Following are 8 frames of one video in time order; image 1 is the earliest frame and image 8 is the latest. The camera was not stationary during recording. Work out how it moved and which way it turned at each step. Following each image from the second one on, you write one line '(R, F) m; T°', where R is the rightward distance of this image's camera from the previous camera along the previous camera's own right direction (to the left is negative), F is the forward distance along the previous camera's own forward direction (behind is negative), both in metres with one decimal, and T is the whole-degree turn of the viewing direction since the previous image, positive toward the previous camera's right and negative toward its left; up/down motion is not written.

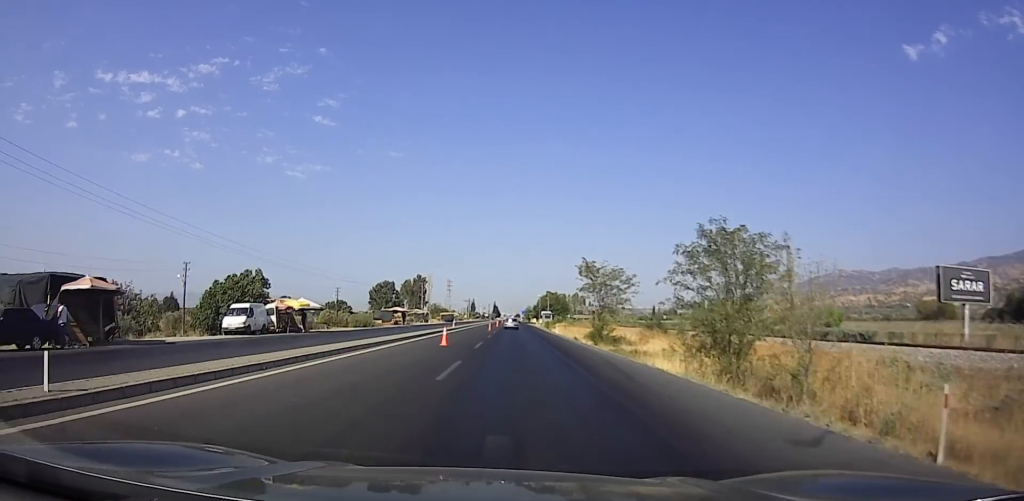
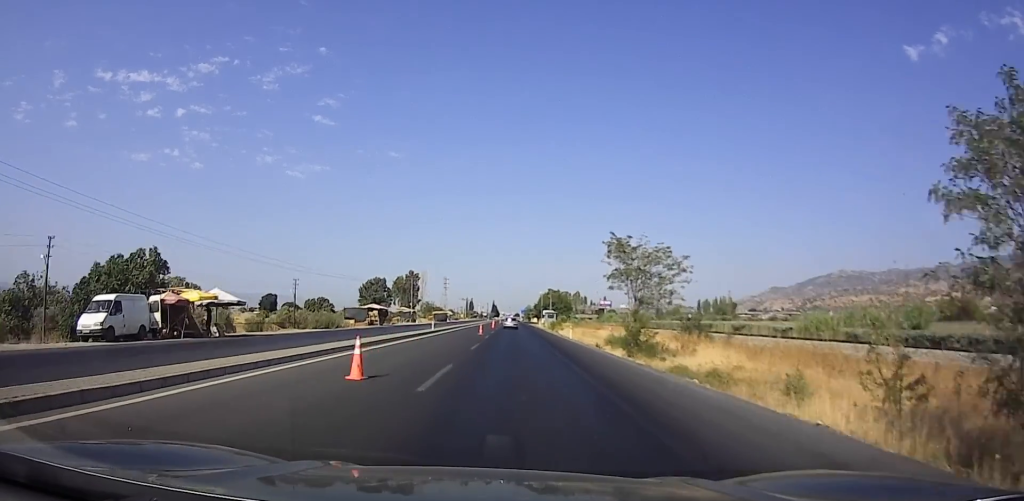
(0.0, +14.7) m; 0°
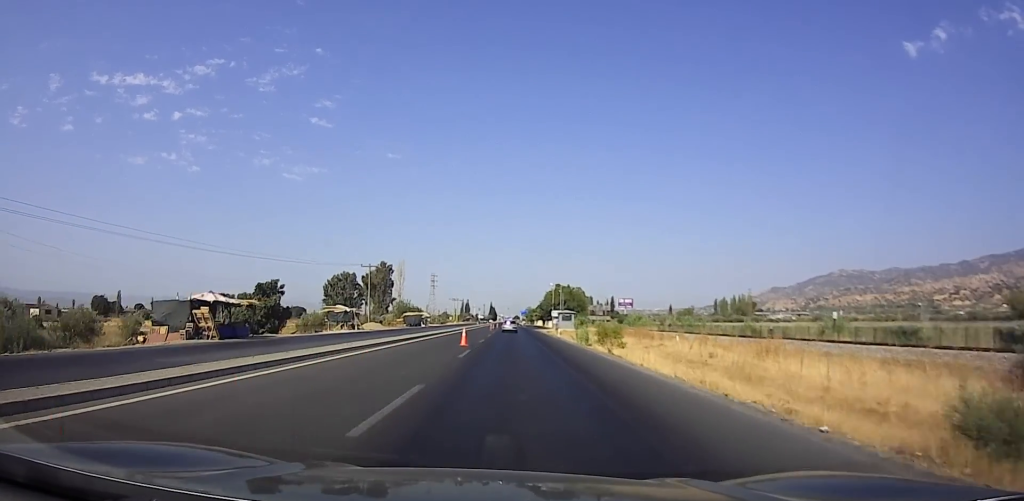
(0.0, +40.5) m; 0°
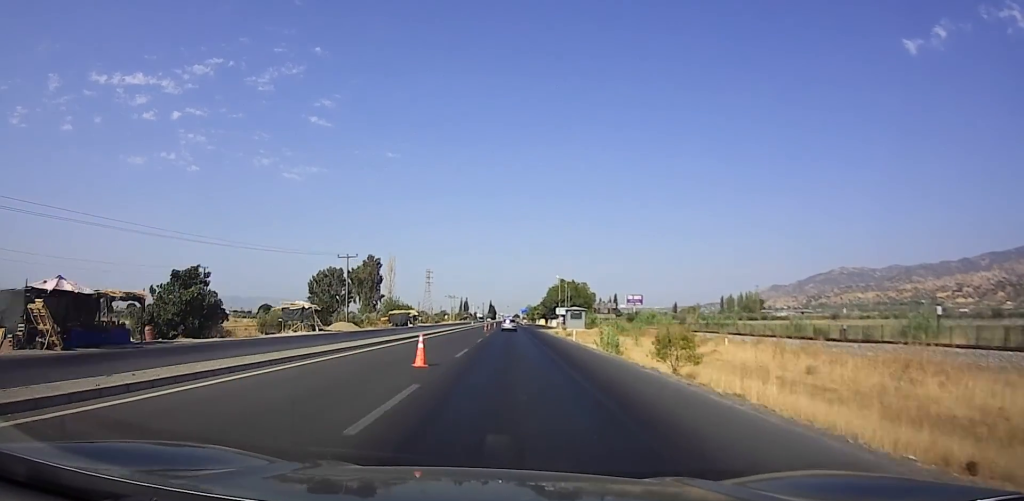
(0.0, +13.3) m; 0°
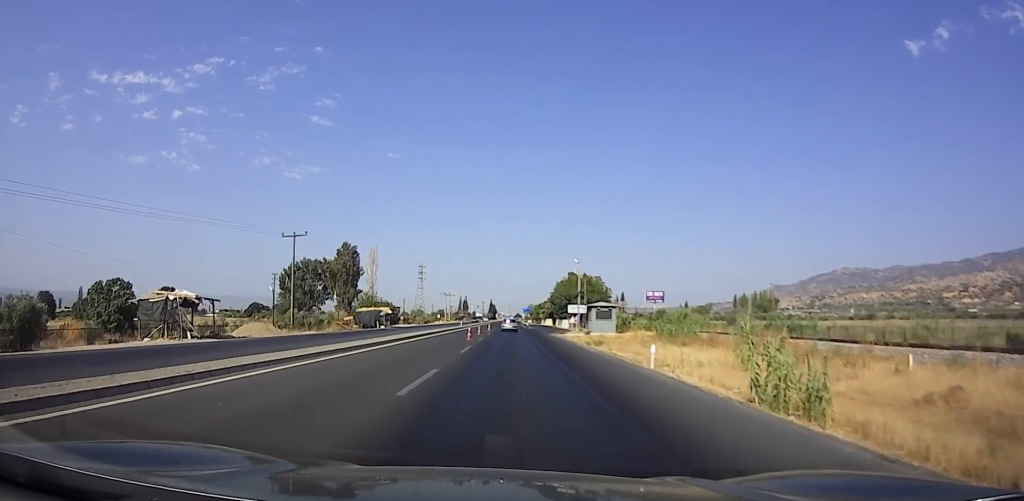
(0.0, +22.1) m; 0°
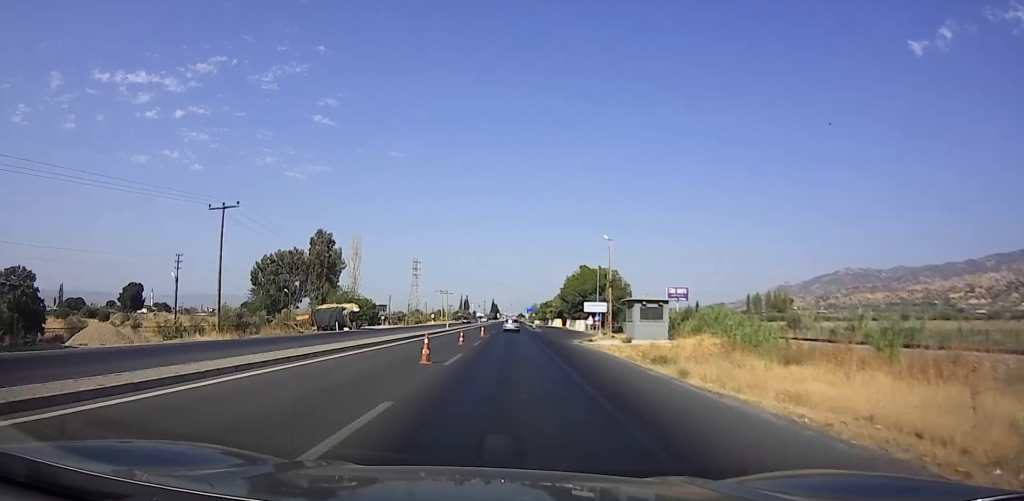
(0.0, +17.4) m; 0°
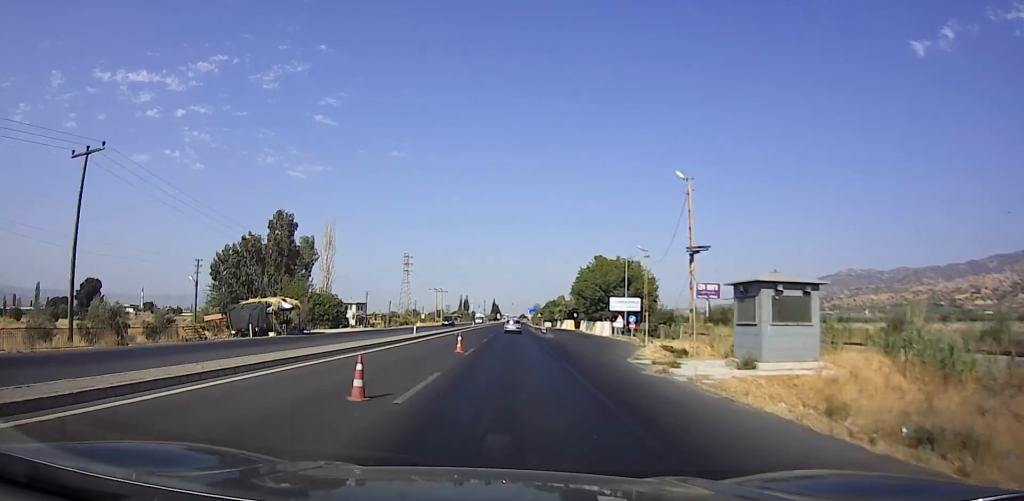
(0.0, +18.4) m; 0°
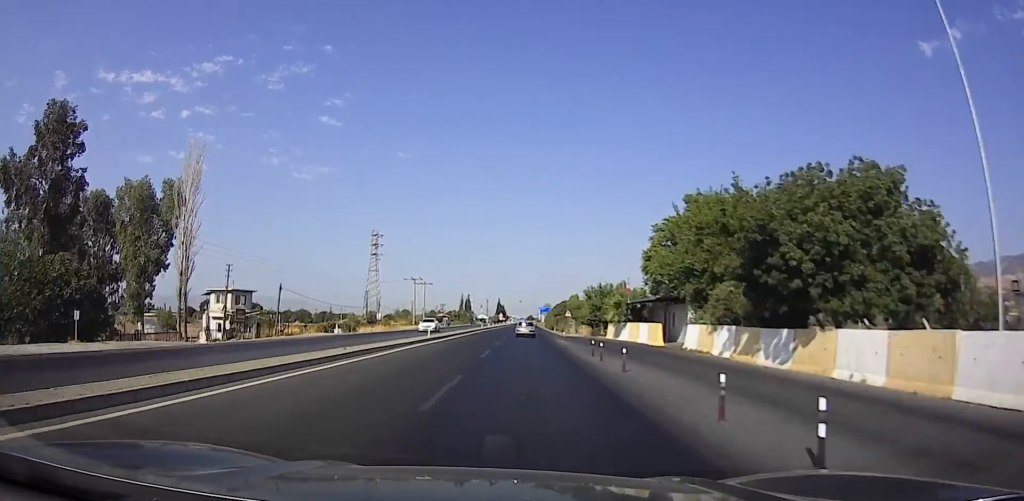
(0.0, +47.8) m; 0°
